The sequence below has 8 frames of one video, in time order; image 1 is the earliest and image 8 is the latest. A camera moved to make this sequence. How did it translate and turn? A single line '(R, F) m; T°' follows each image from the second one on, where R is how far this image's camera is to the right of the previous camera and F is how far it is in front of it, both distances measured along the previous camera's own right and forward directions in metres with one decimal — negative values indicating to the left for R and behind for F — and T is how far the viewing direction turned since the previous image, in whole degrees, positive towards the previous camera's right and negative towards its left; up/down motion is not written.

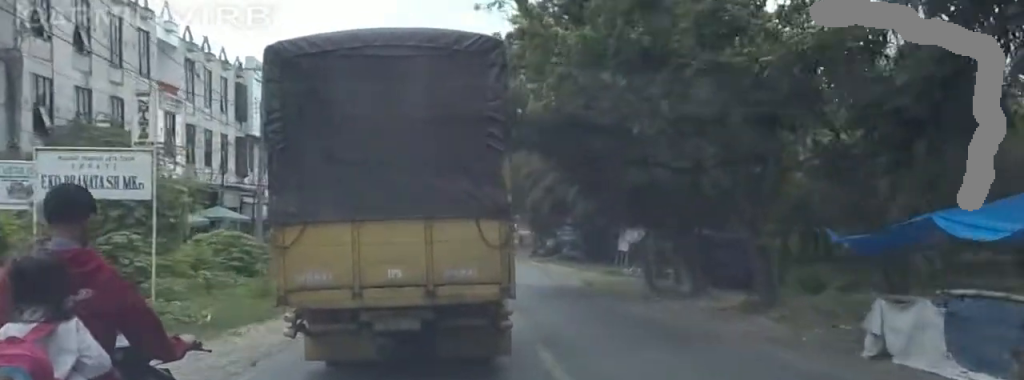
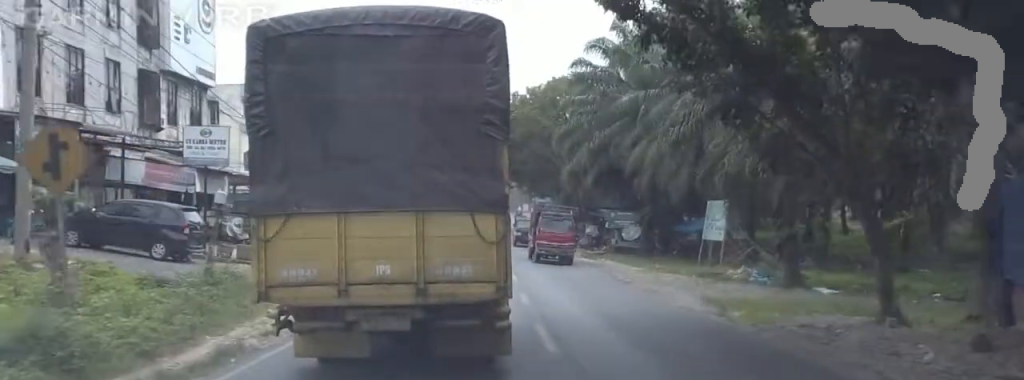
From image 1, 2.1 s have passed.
(+2.9, +23.2) m; +8°
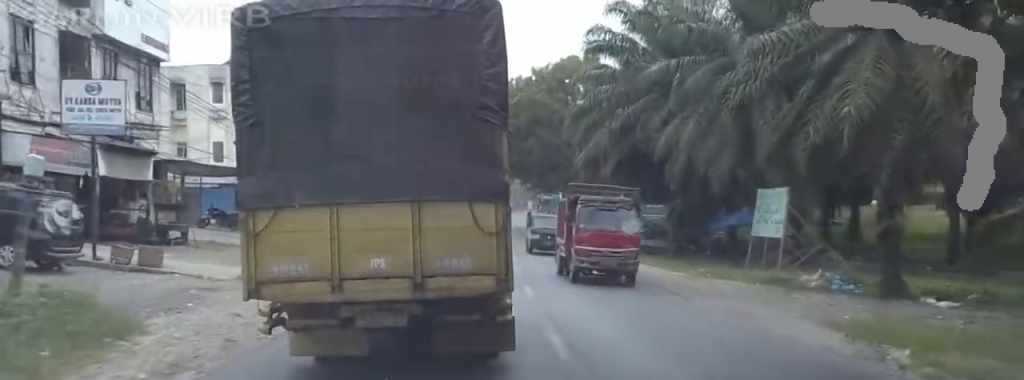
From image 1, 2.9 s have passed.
(0.0, +8.8) m; 0°
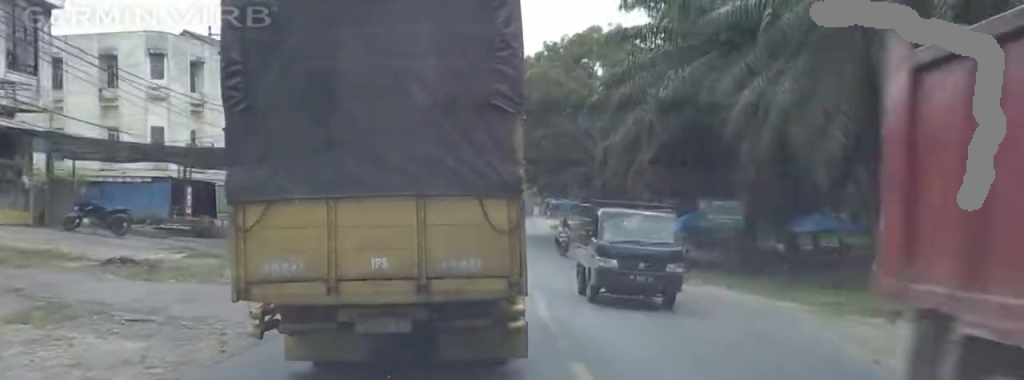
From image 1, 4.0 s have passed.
(0.0, +12.7) m; 0°
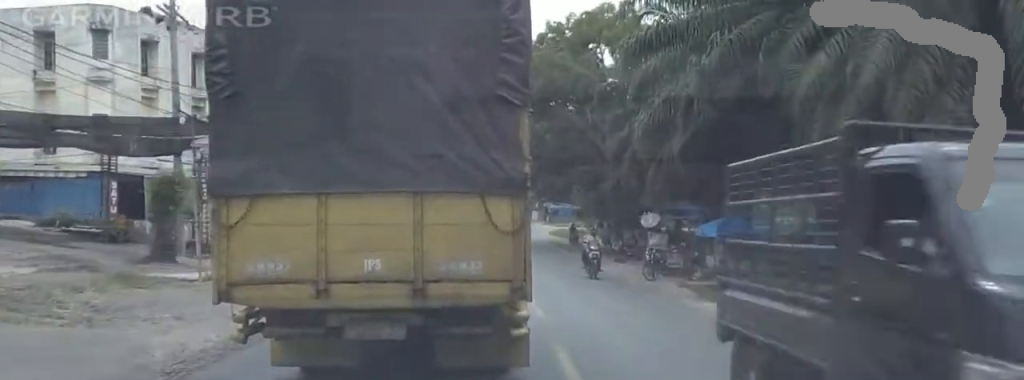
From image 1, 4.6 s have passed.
(0.0, +7.4) m; 0°
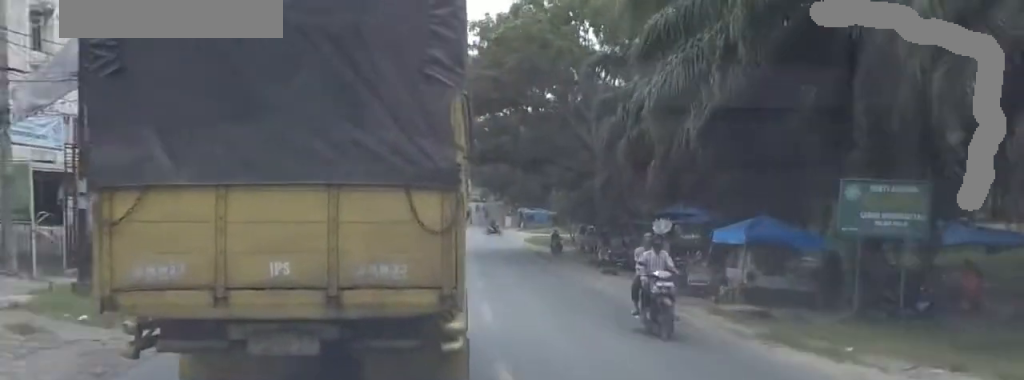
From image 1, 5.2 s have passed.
(0.0, +8.1) m; 0°
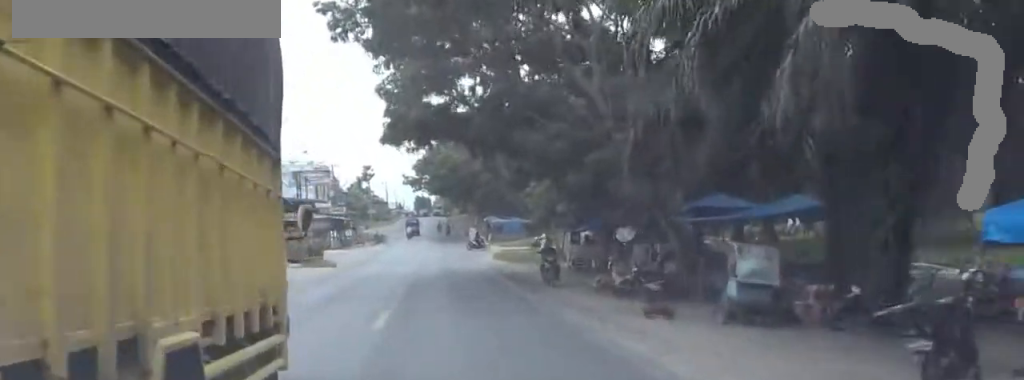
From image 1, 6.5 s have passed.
(0.0, +17.5) m; 0°
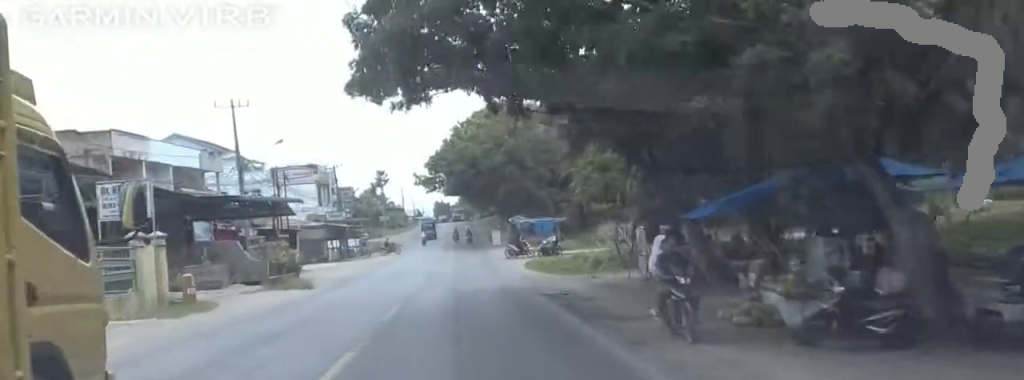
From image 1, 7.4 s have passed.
(0.0, +12.4) m; 0°
